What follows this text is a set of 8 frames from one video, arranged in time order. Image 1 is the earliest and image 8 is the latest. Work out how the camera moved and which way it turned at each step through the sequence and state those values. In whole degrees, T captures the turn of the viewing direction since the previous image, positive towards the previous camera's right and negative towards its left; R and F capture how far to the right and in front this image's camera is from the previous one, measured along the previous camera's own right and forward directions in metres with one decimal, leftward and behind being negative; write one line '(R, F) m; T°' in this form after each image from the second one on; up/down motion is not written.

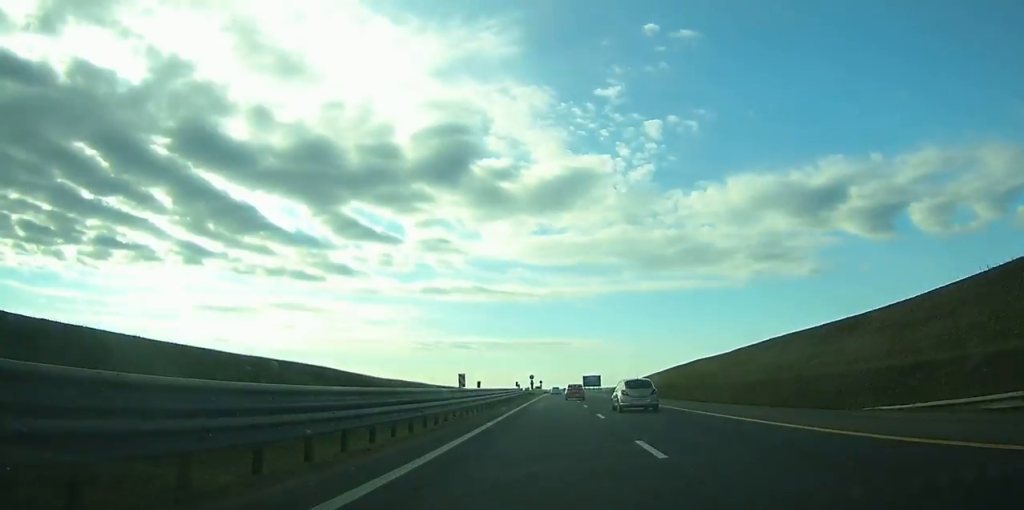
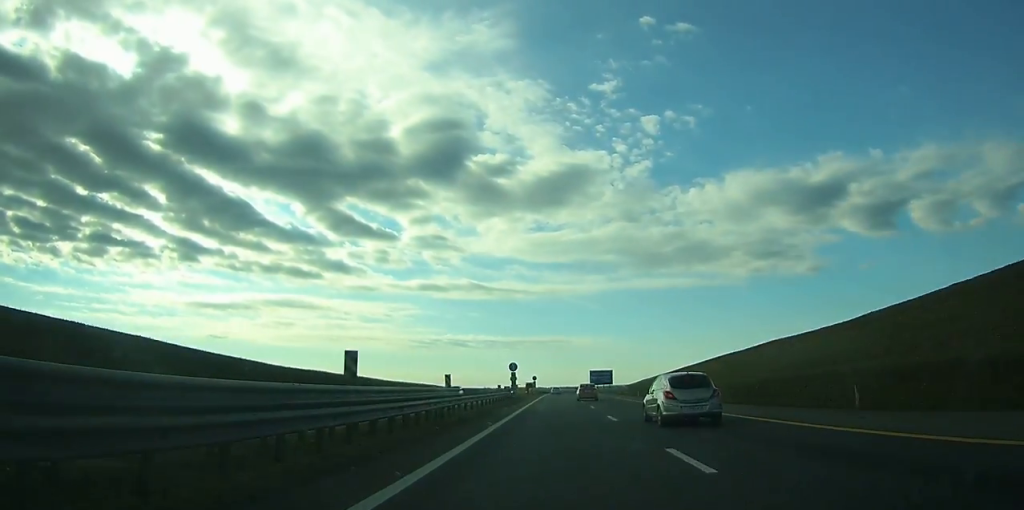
(0.0, +49.0) m; 0°
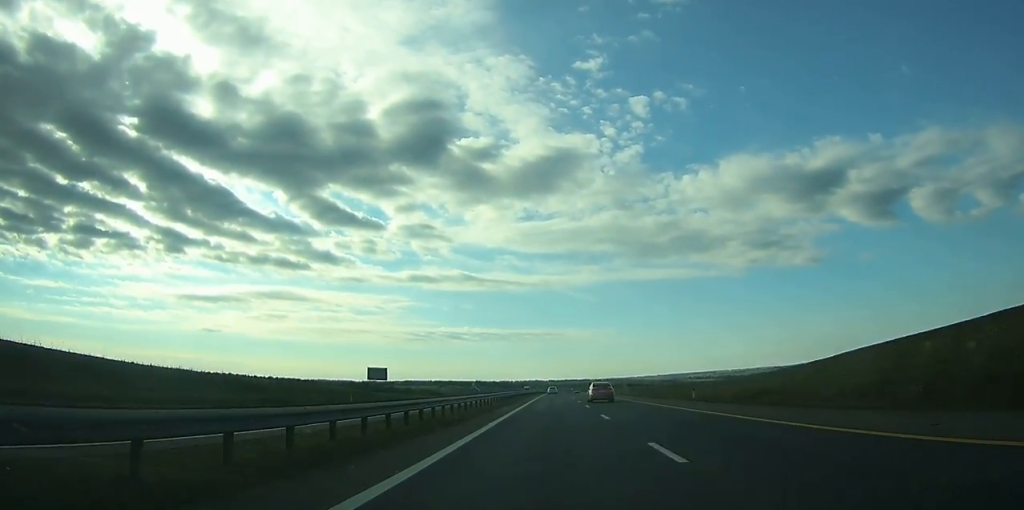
(+0.2, +179.8) m; 0°
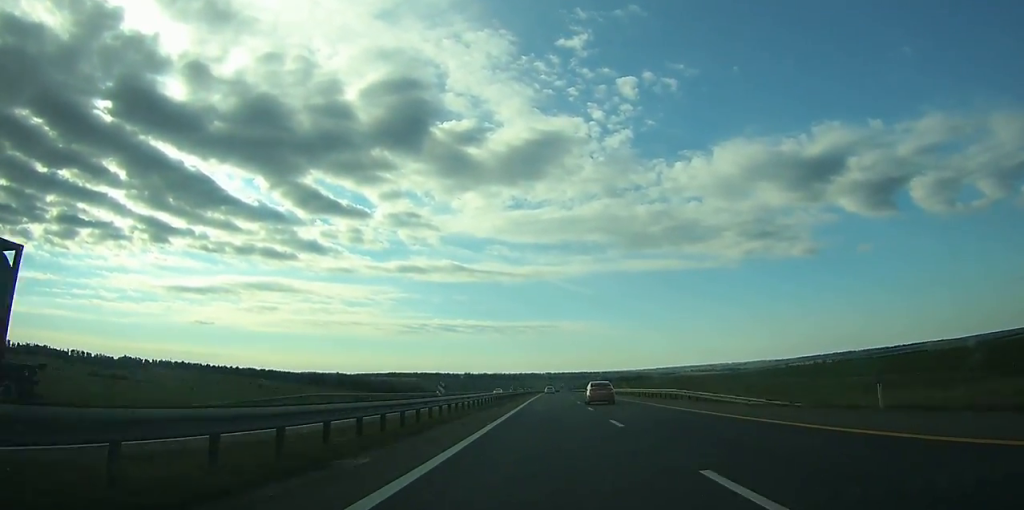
(+0.2, +181.9) m; 0°
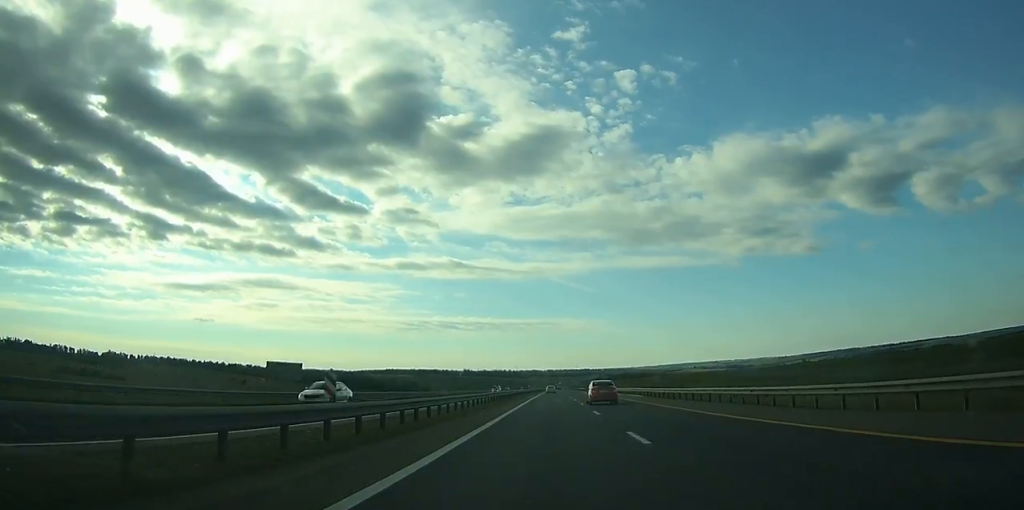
(0.0, +55.8) m; 0°
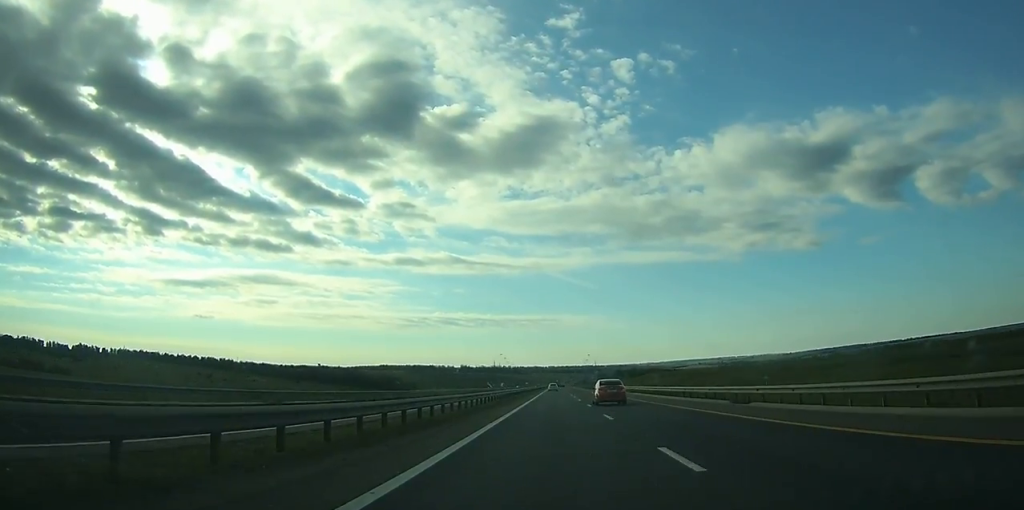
(-0.1, +87.6) m; 0°
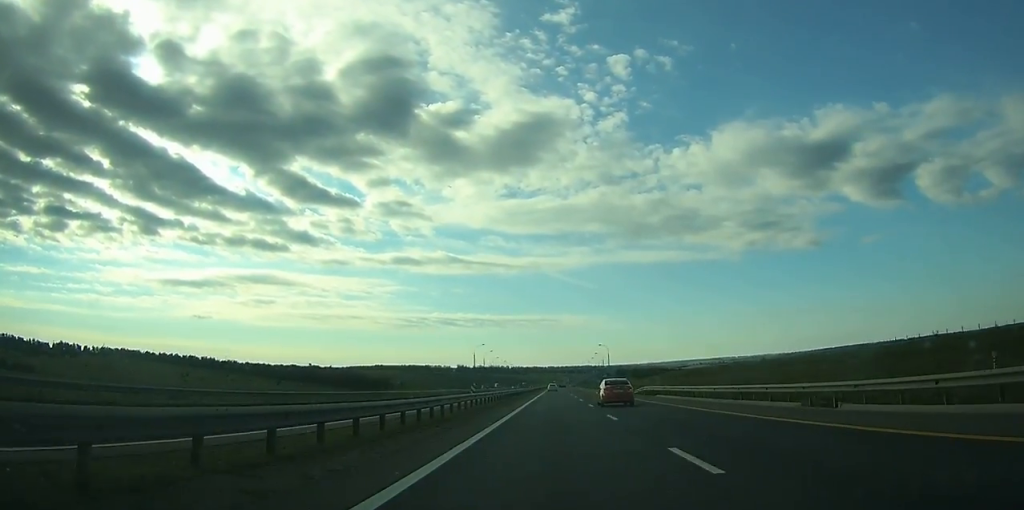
(-0.1, +45.3) m; 0°
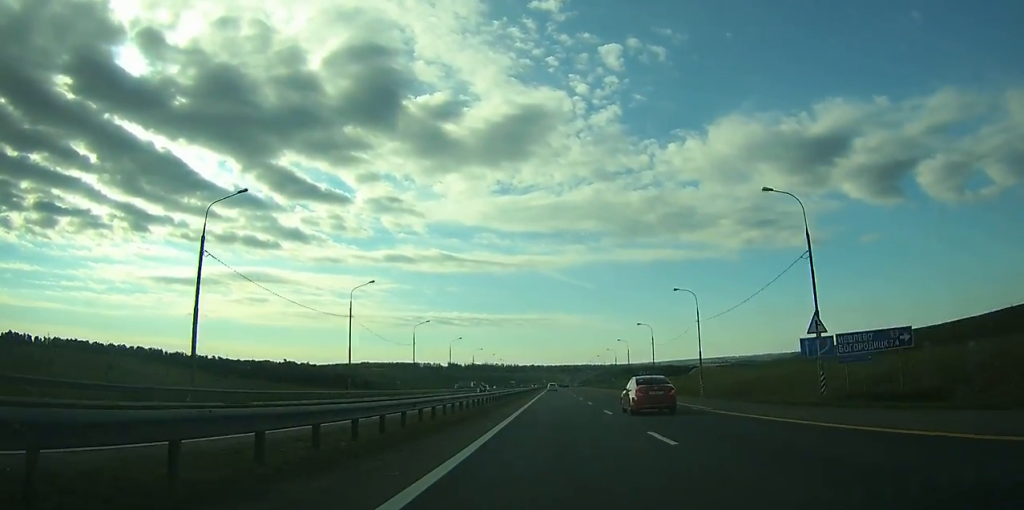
(+0.2, +109.5) m; 0°
